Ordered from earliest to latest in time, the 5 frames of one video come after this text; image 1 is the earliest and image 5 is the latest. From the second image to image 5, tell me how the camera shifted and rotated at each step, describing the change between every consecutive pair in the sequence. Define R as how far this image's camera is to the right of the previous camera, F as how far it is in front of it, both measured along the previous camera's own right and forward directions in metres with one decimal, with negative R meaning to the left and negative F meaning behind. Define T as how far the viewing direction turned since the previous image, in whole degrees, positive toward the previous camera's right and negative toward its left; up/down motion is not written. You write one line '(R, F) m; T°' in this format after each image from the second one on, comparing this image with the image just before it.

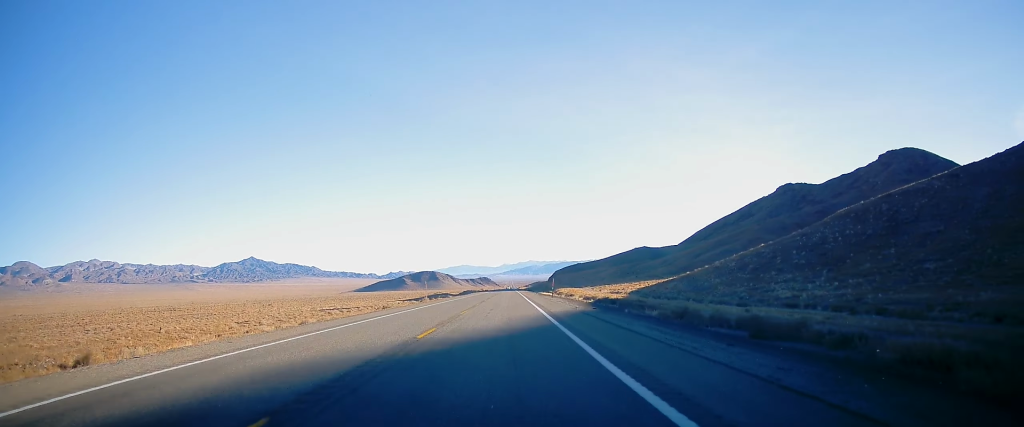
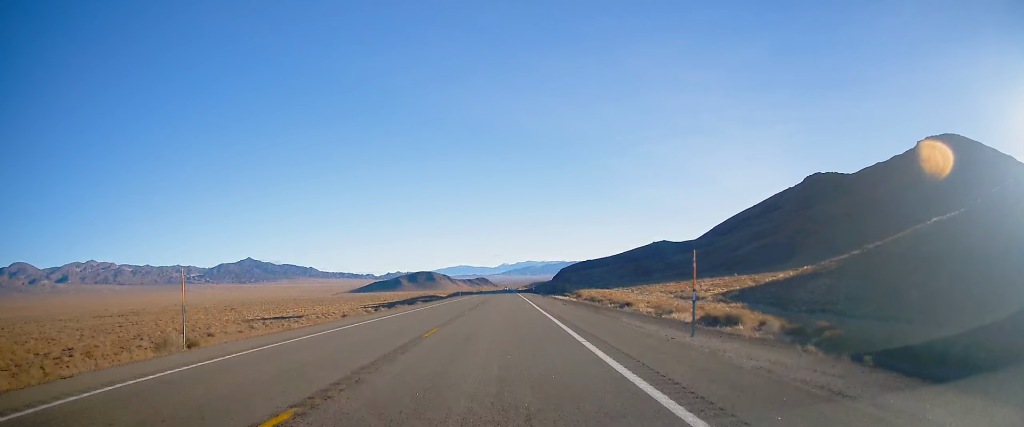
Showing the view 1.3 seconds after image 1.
(0.0, +47.8) m; +1°
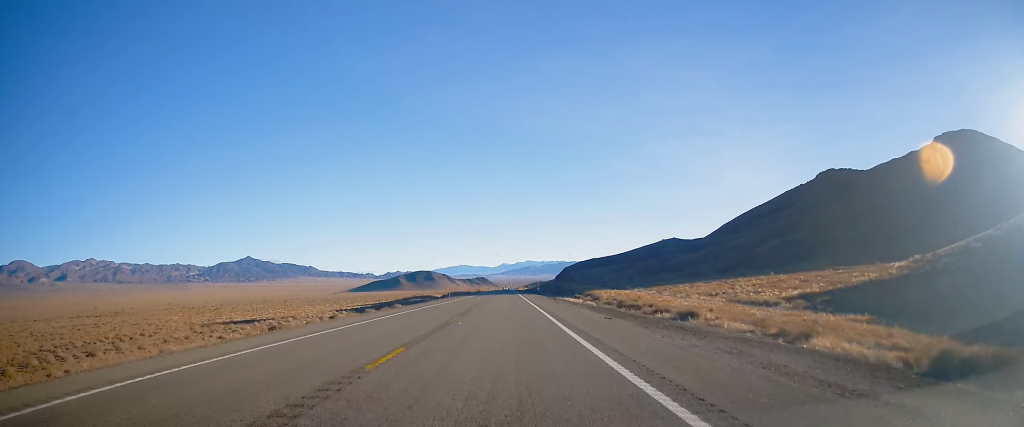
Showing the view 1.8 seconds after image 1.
(+0.1, +18.0) m; 0°
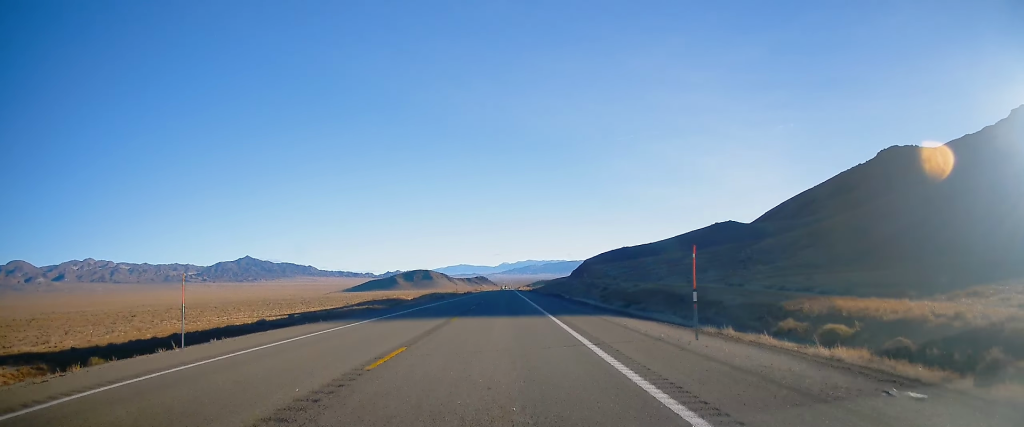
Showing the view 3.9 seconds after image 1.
(0.0, +72.9) m; 0°
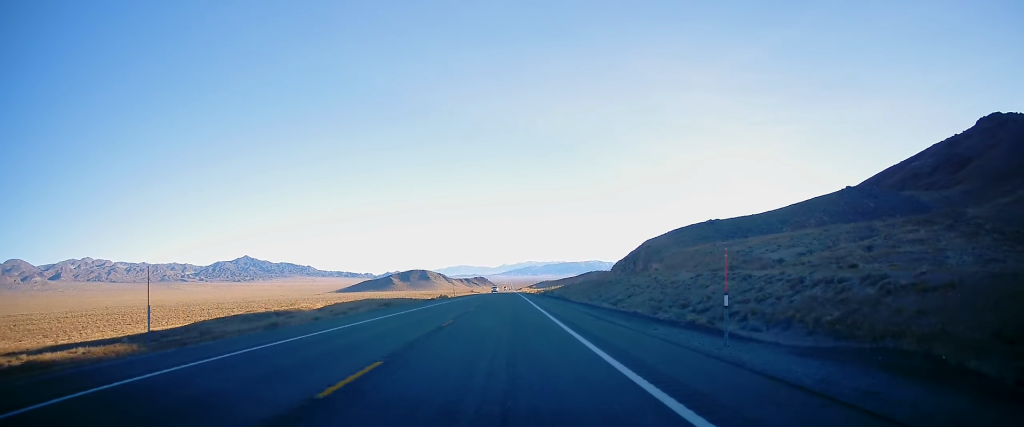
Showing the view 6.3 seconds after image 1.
(+0.3, +87.6) m; +1°
